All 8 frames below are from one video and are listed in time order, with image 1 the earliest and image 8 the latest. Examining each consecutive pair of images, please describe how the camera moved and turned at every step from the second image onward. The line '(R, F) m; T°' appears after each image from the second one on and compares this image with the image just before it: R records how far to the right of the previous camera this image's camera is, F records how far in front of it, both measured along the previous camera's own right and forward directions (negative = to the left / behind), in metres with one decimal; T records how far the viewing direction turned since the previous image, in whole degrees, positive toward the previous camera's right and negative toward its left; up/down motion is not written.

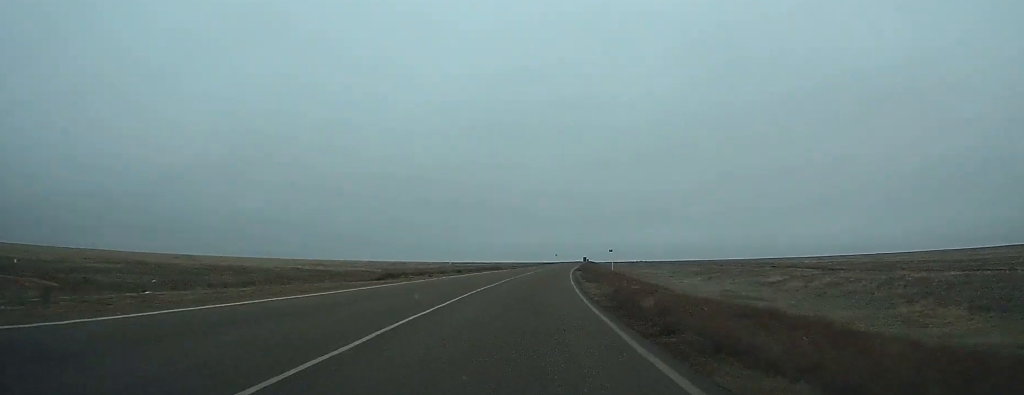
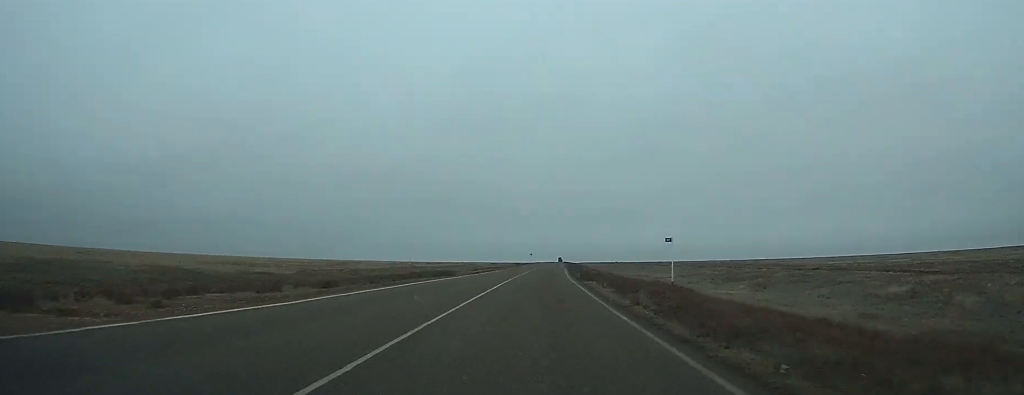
(+0.8, +28.9) m; +3°
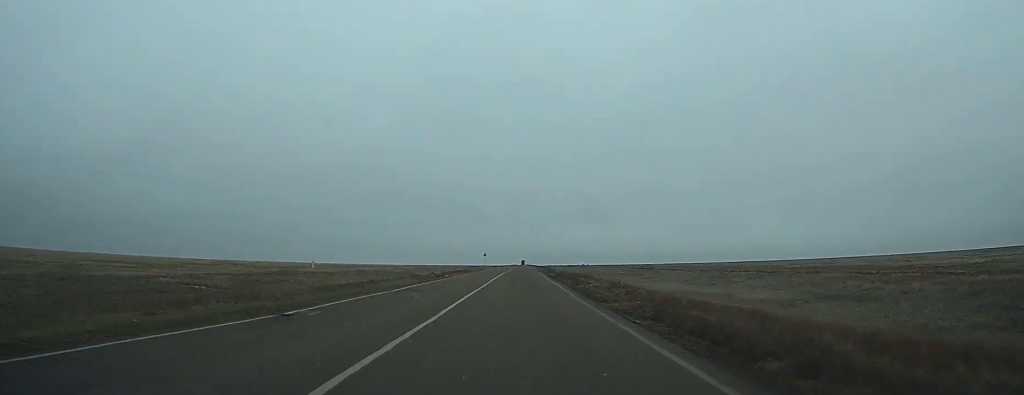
(+2.3, +61.0) m; +3°
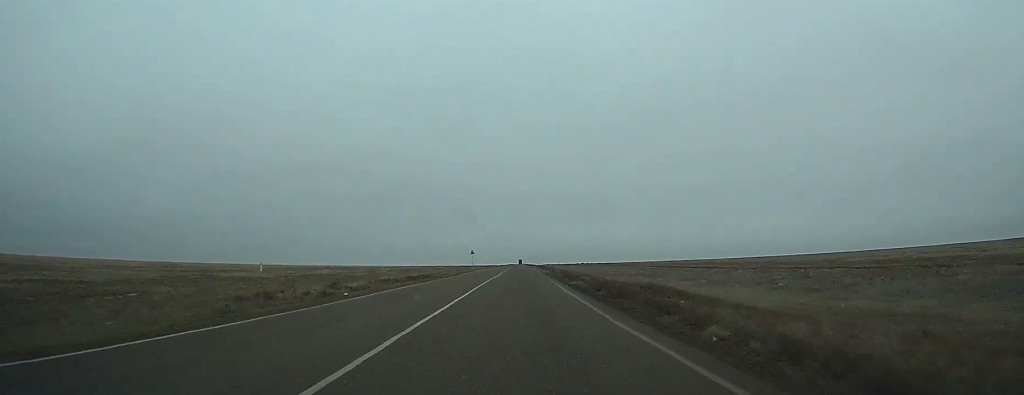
(+0.3, +29.7) m; +1°
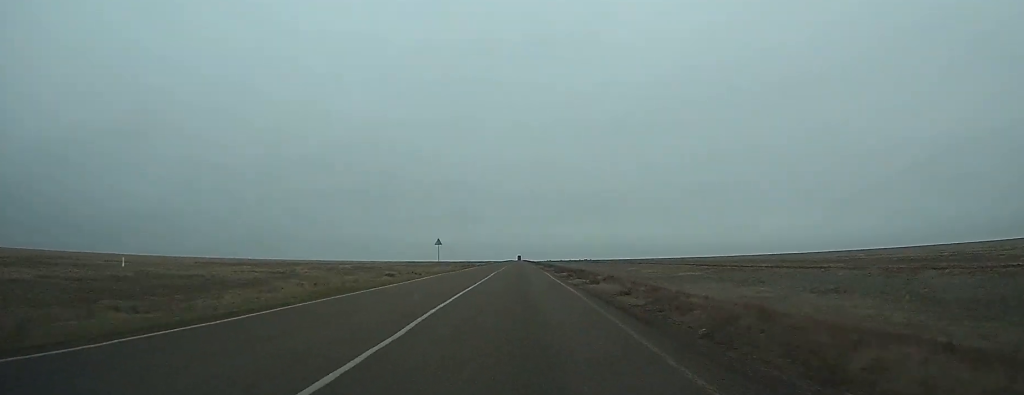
(+0.2, +47.5) m; 0°
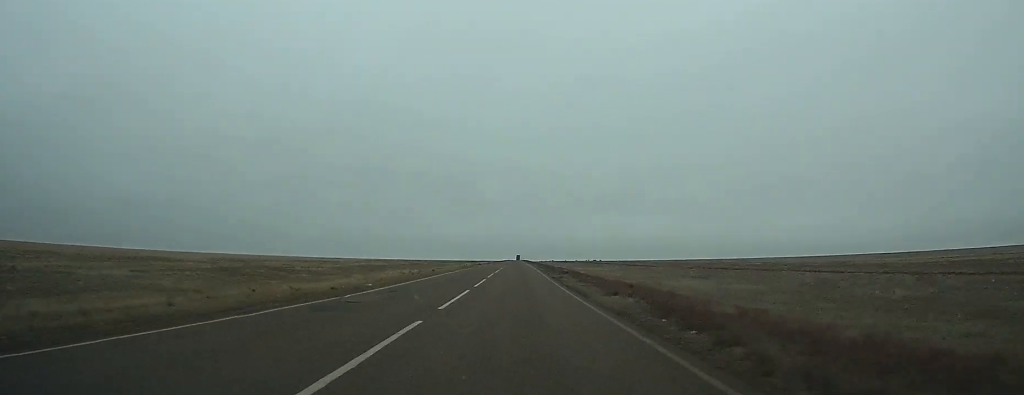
(-0.2, +99.0) m; 0°
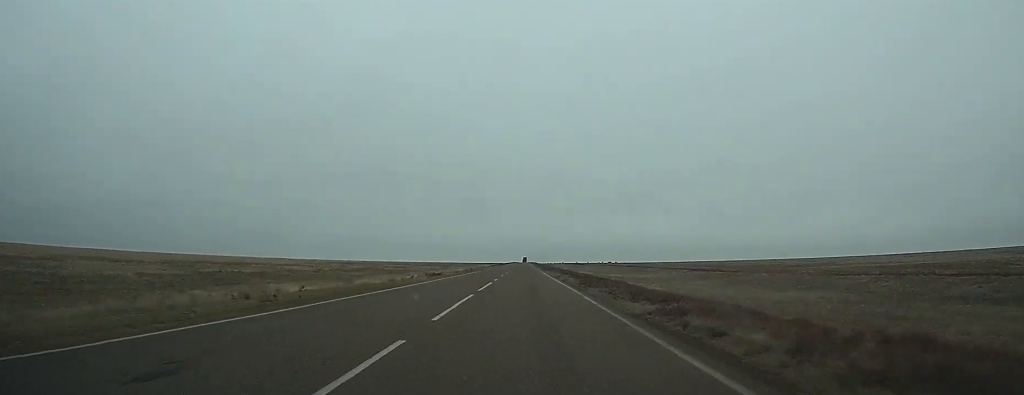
(-0.1, +60.2) m; 0°
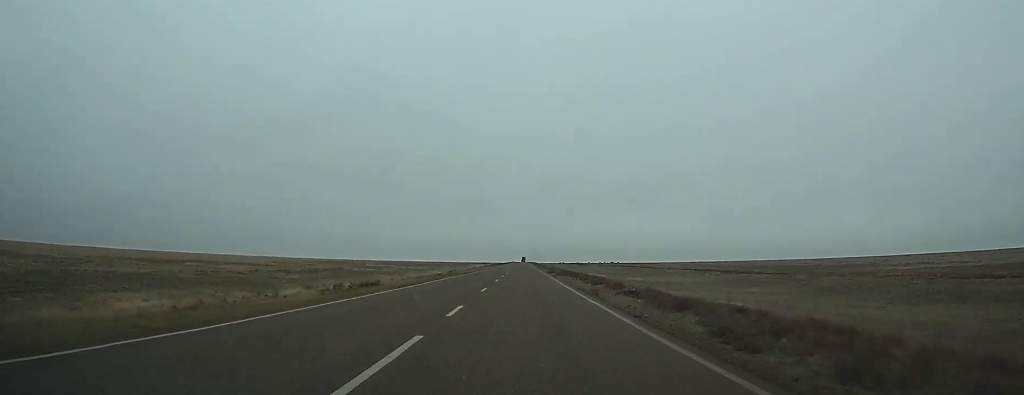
(0.0, +22.8) m; 0°
